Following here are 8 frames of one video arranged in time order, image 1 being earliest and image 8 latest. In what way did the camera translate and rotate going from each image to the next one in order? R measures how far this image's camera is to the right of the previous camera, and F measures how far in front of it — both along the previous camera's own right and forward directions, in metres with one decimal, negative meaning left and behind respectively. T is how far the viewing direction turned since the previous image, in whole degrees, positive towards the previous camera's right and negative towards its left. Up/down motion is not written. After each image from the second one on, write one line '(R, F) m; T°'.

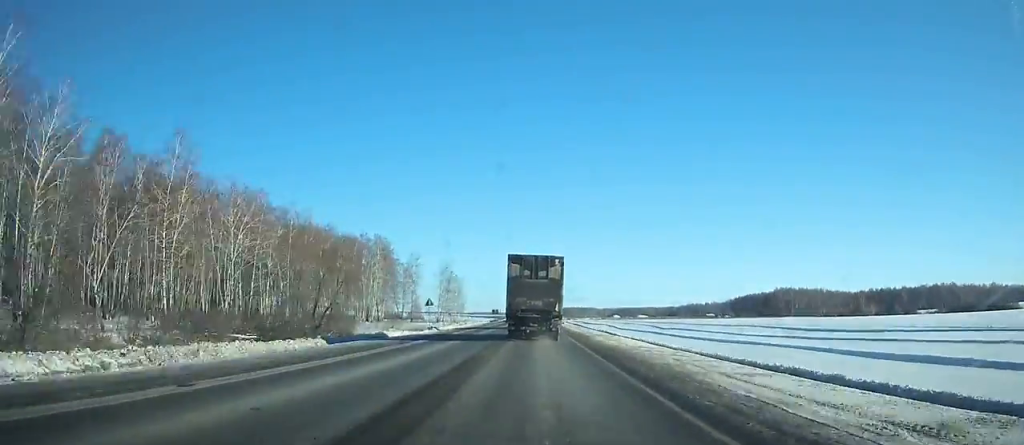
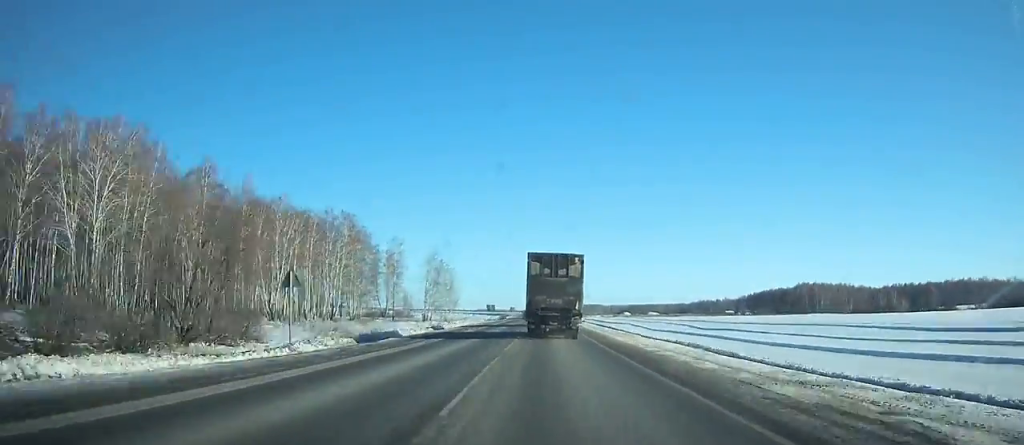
(0.0, +29.9) m; 0°
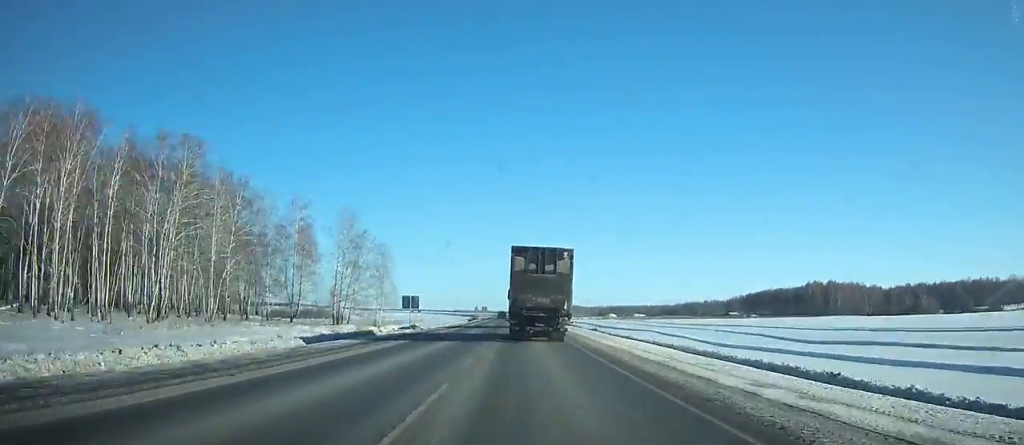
(+0.4, +50.9) m; 0°
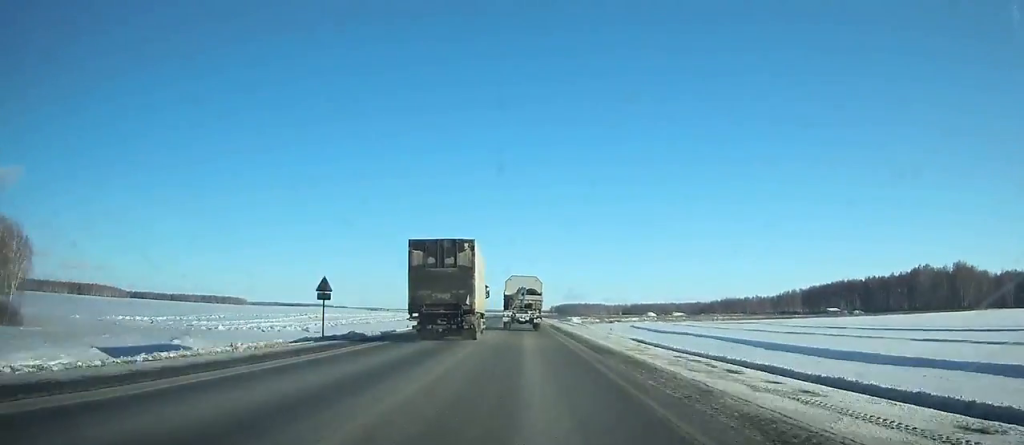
(-0.4, +102.4) m; -1°
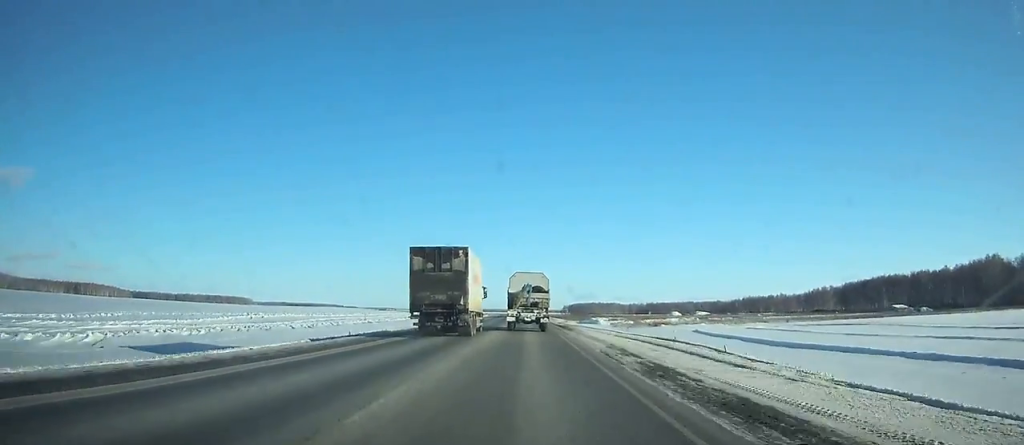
(-0.2, +43.1) m; -1°
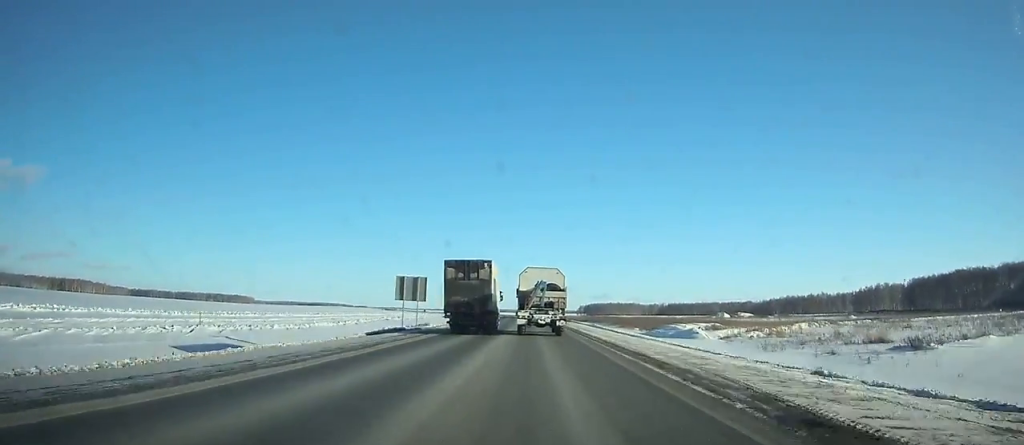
(-1.0, +79.2) m; -1°
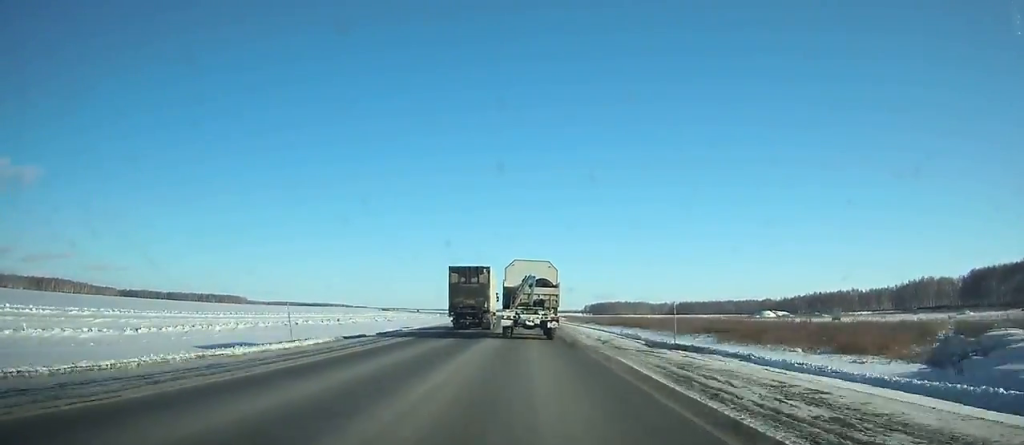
(-0.1, +62.5) m; 0°
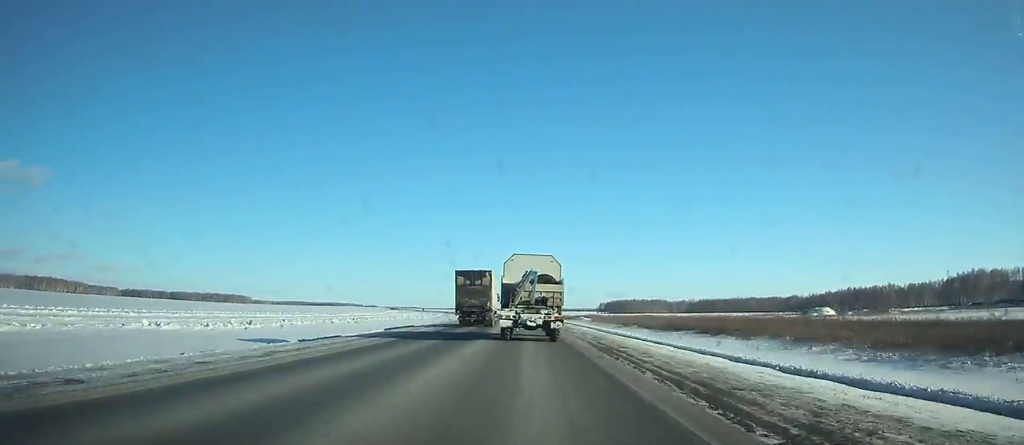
(-0.3, +48.4) m; -1°
